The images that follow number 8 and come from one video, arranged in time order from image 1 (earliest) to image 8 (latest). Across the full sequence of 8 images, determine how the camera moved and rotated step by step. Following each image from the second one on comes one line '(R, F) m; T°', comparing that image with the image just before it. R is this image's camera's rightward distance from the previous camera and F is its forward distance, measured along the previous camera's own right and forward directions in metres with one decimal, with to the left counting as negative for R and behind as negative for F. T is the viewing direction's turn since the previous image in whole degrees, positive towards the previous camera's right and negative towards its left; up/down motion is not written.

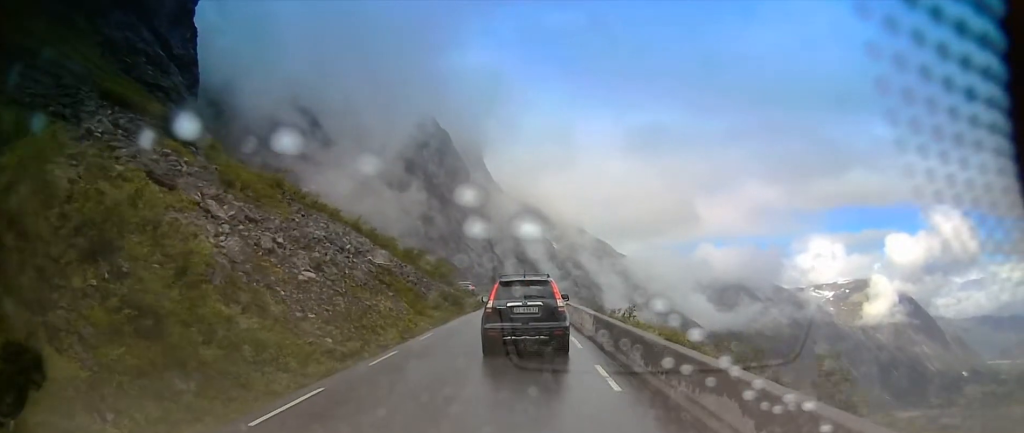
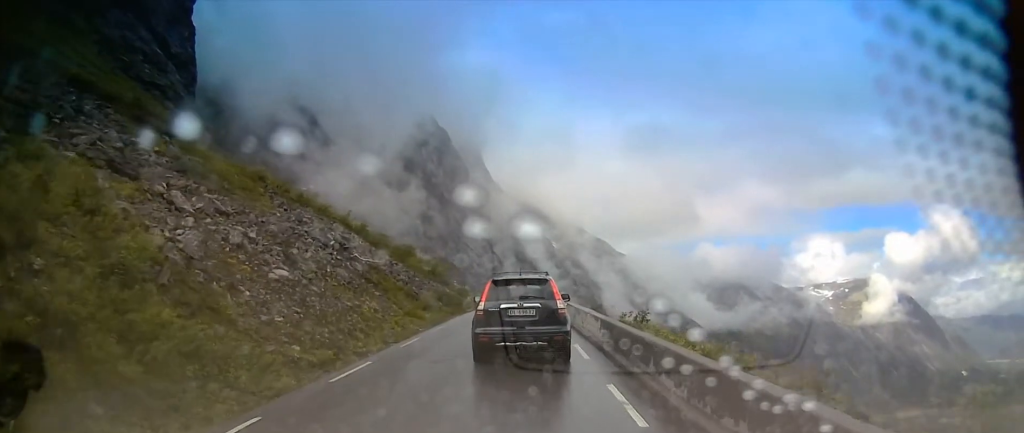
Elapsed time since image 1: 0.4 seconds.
(0.0, +2.1) m; 0°
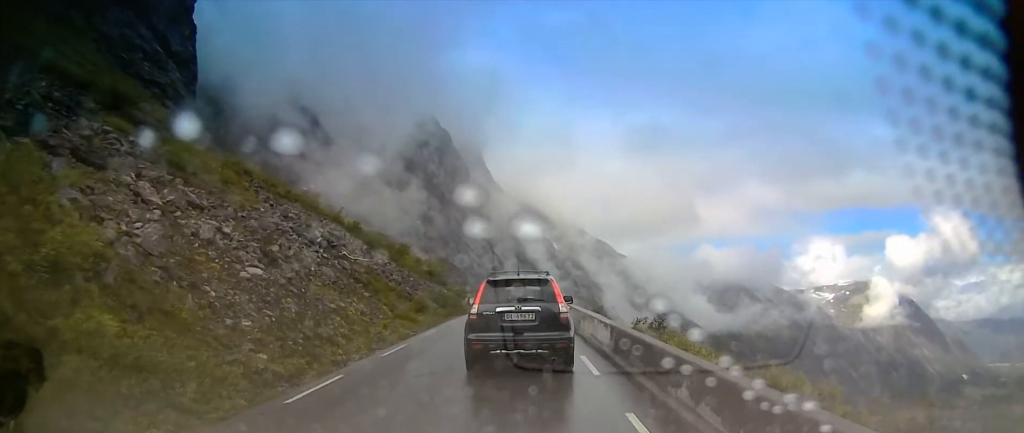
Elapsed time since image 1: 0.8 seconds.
(0.0, +1.9) m; 0°
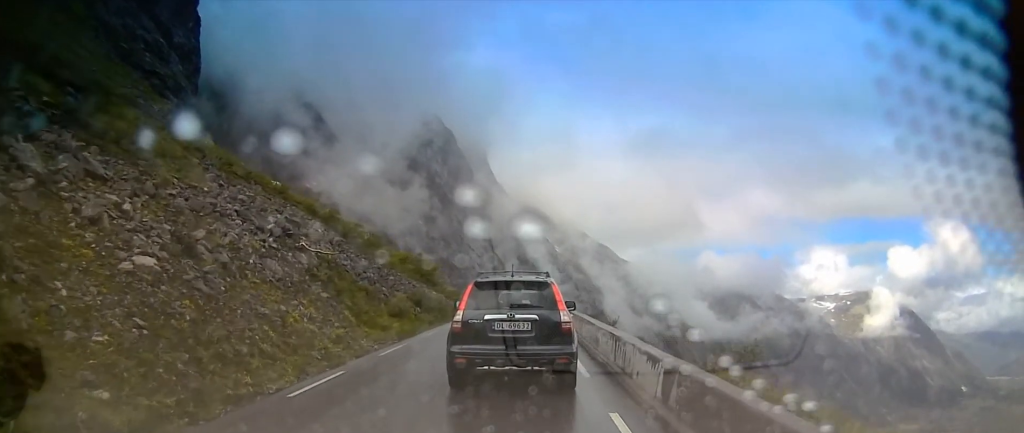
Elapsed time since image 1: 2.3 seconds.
(0.0, +6.4) m; 0°
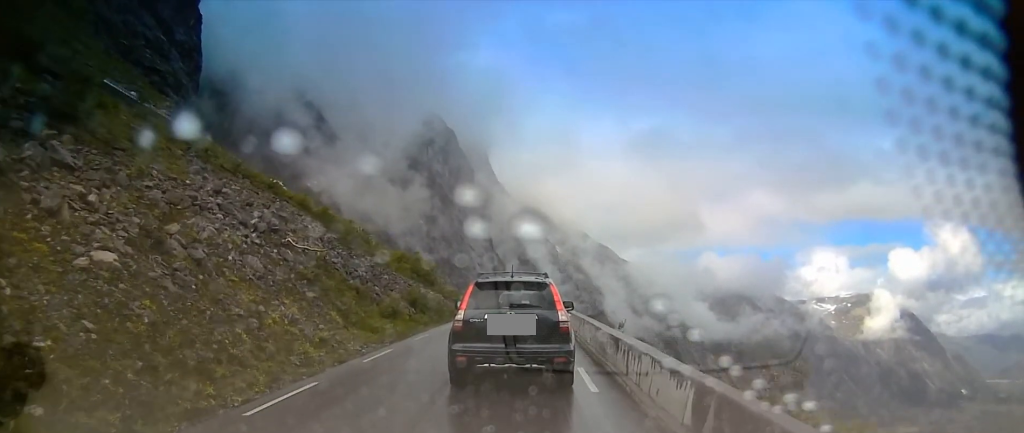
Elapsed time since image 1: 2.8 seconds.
(0.0, +2.1) m; 0°
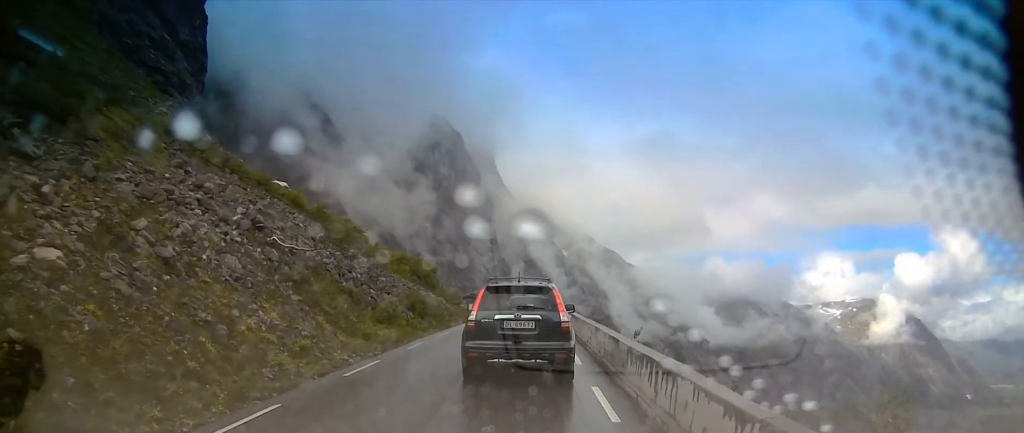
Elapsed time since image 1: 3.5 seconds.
(0.0, +2.9) m; 0°
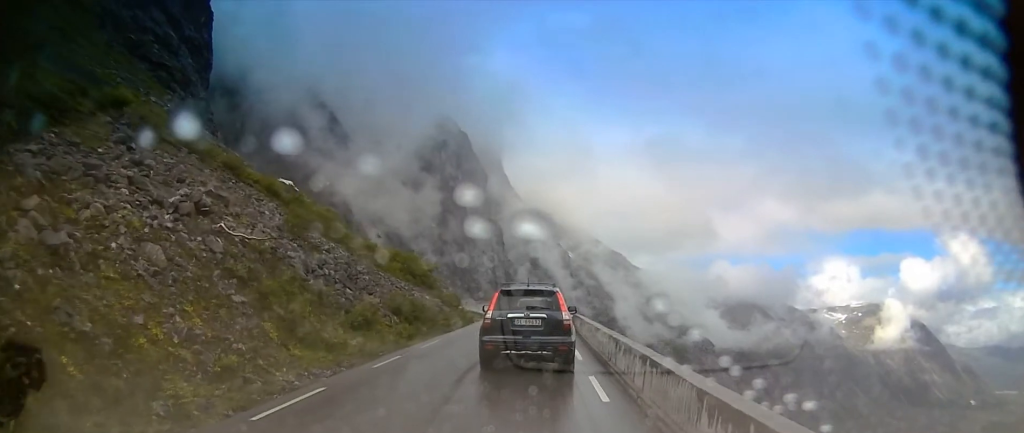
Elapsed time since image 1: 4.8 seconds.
(0.0, +5.1) m; 0°
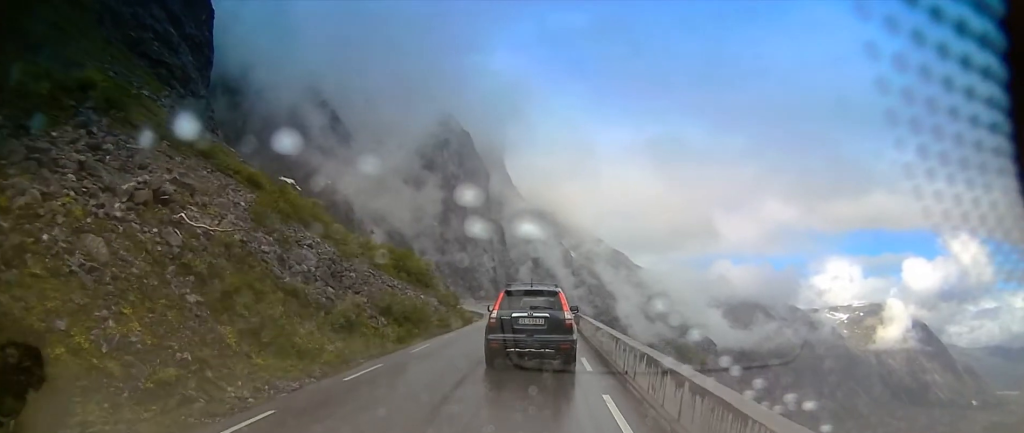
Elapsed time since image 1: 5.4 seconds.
(0.0, +2.2) m; 0°
